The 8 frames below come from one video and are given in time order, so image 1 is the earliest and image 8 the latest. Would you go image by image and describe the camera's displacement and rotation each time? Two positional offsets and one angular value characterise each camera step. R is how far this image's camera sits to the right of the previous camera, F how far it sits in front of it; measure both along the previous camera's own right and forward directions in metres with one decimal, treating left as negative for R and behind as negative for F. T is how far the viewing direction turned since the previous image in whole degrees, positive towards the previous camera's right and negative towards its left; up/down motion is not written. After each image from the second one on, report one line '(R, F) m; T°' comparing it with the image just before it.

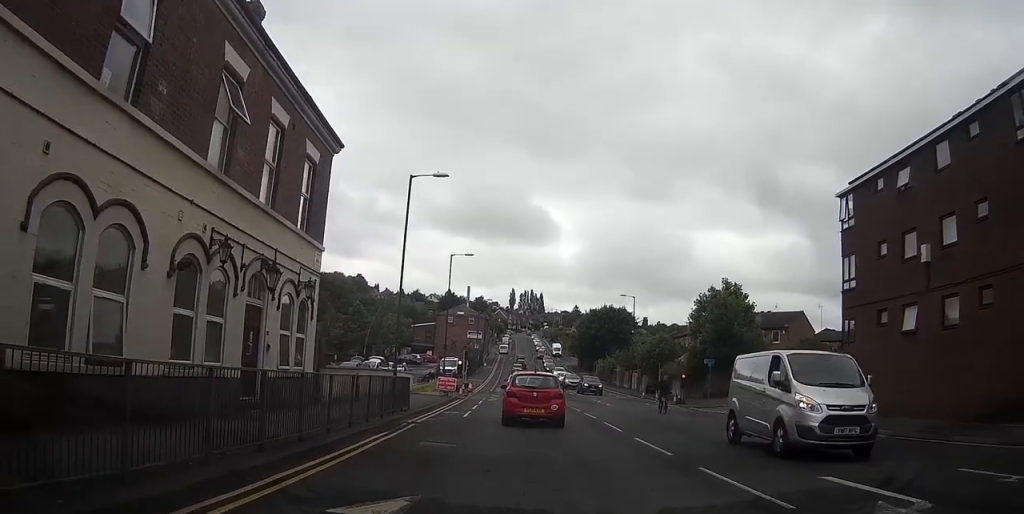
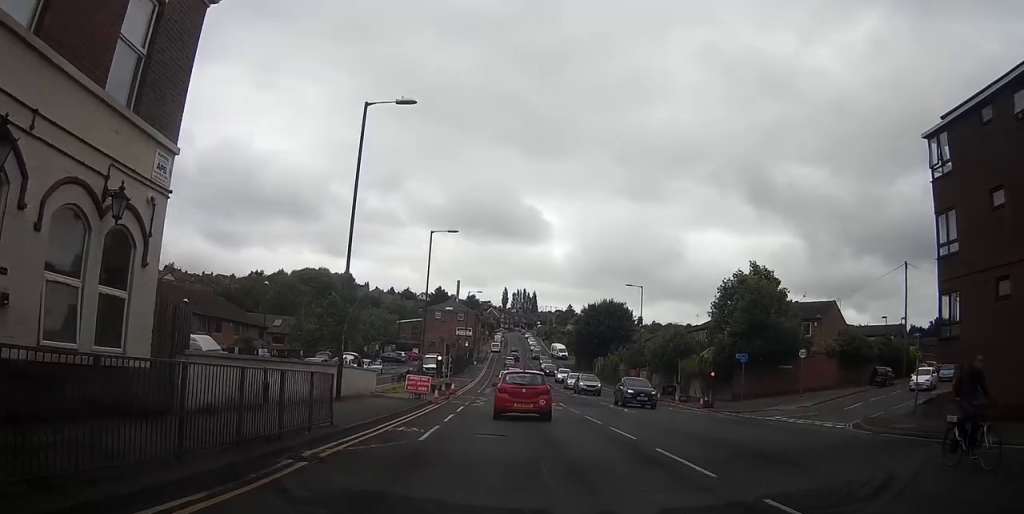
(-0.2, +9.9) m; -3°
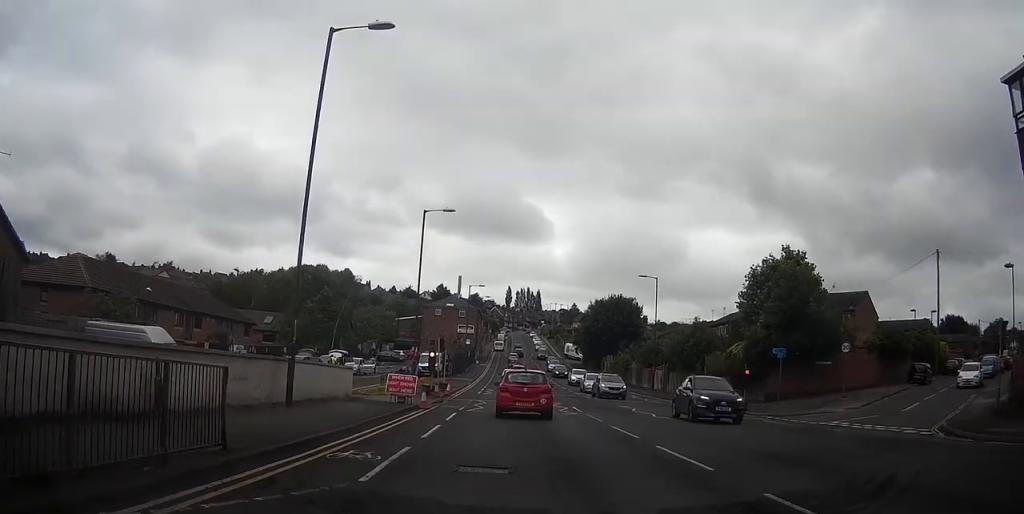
(0.0, +6.6) m; -1°
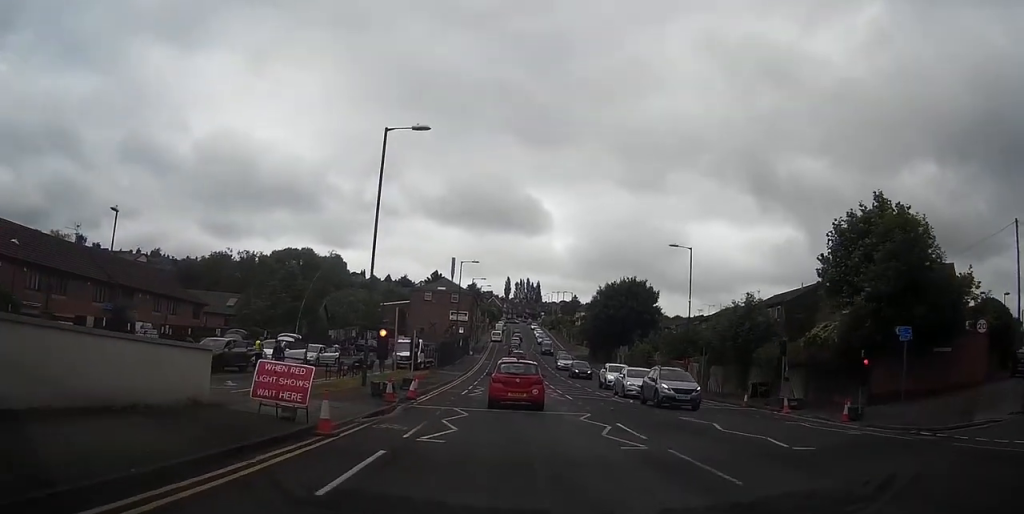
(-0.2, +15.2) m; -1°
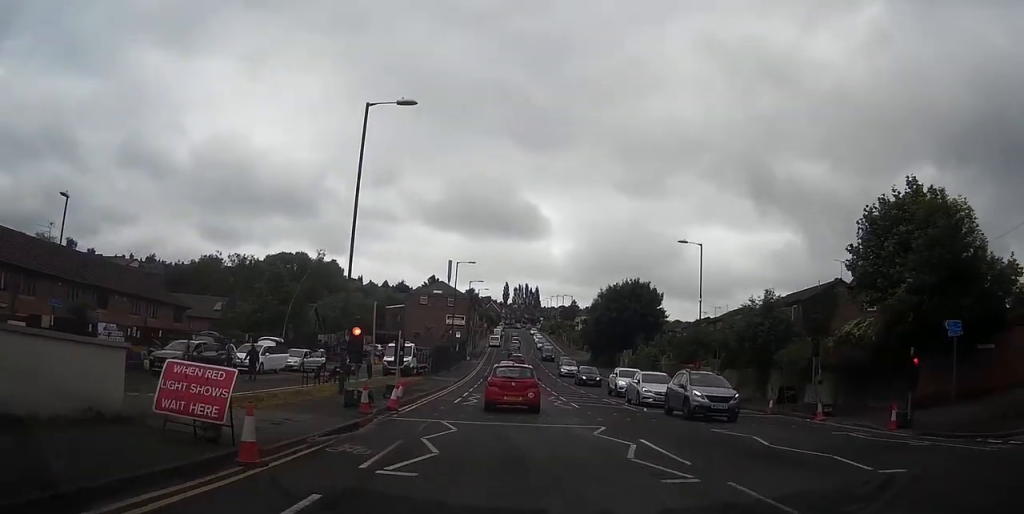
(0.0, +4.0) m; 0°
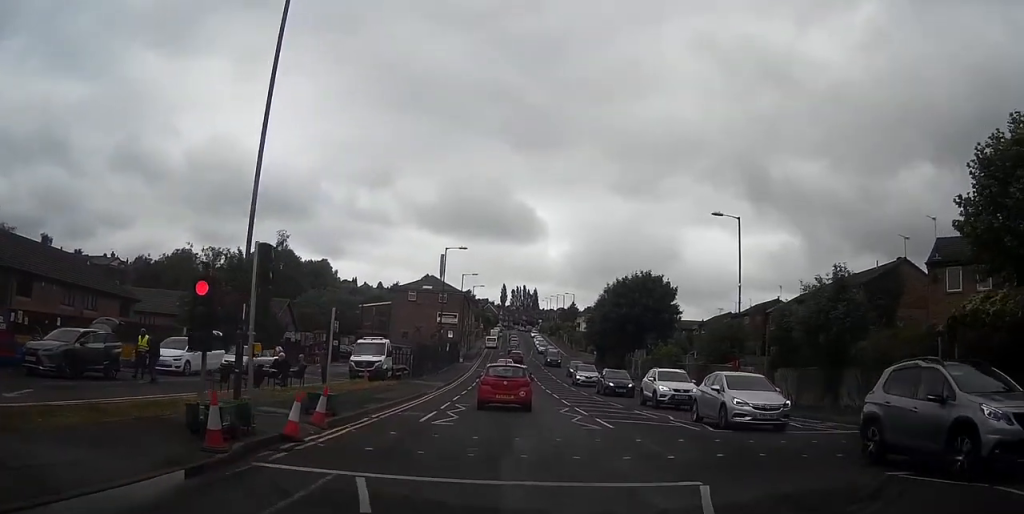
(-0.1, +10.1) m; -1°
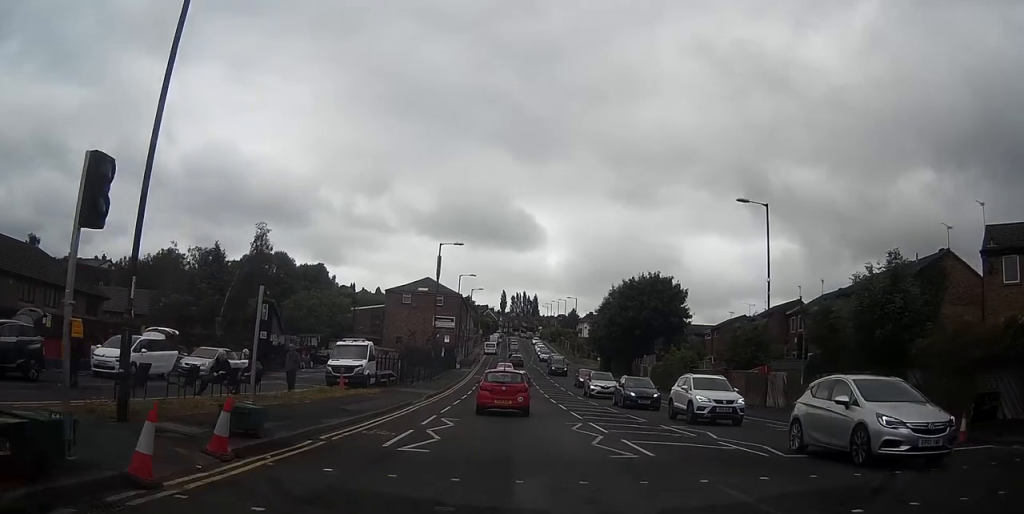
(0.0, +5.3) m; 0°
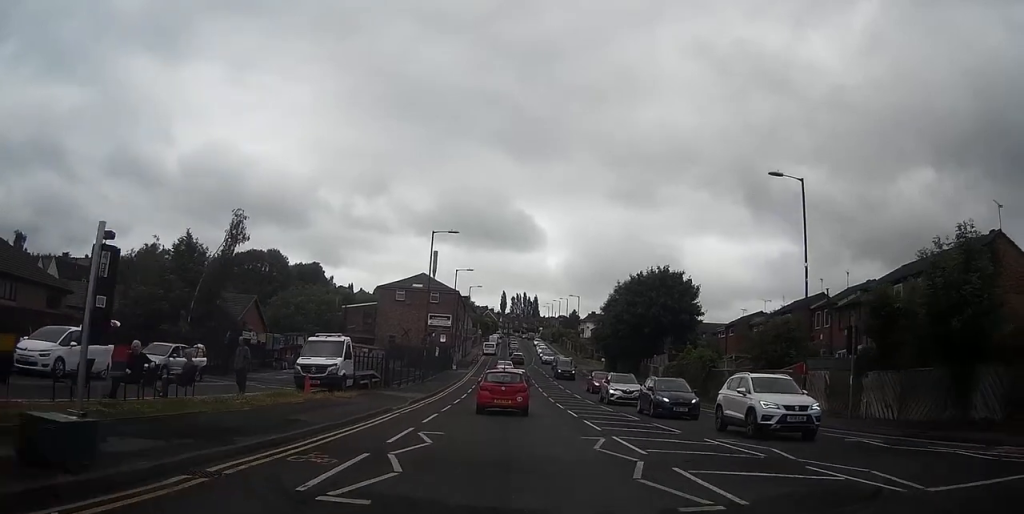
(0.0, +5.4) m; 0°
